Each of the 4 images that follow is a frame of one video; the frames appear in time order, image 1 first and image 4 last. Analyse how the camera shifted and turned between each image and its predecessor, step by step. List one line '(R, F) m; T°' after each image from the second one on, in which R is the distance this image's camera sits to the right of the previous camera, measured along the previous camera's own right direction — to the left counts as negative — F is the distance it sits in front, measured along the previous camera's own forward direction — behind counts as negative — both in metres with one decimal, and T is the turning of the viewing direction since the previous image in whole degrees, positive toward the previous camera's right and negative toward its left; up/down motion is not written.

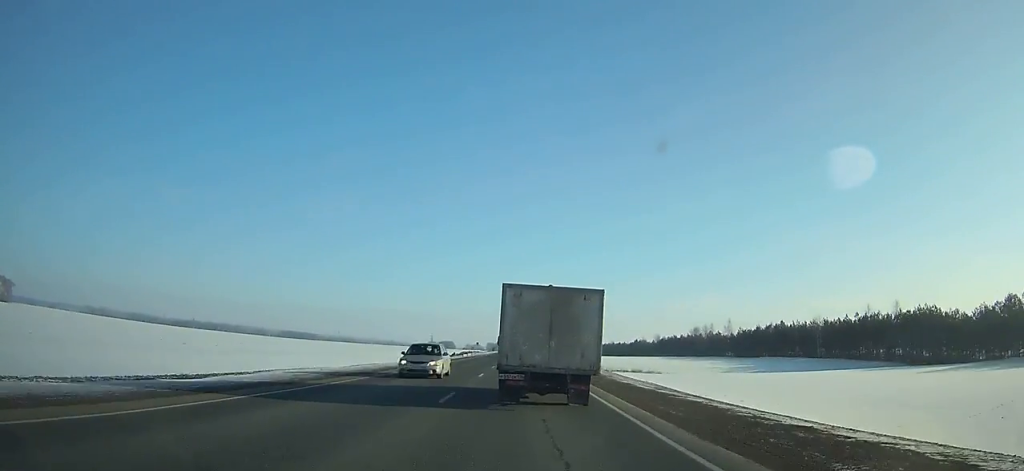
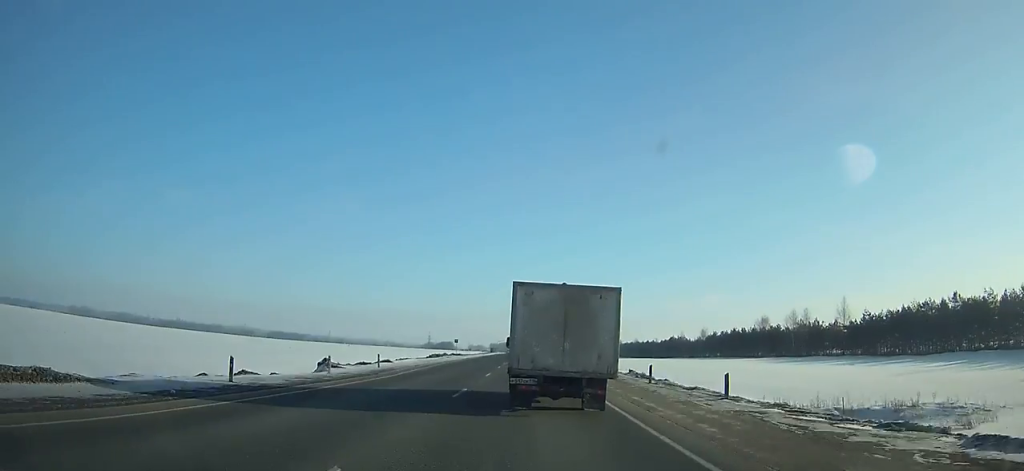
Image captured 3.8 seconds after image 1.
(-0.1, +70.5) m; 0°
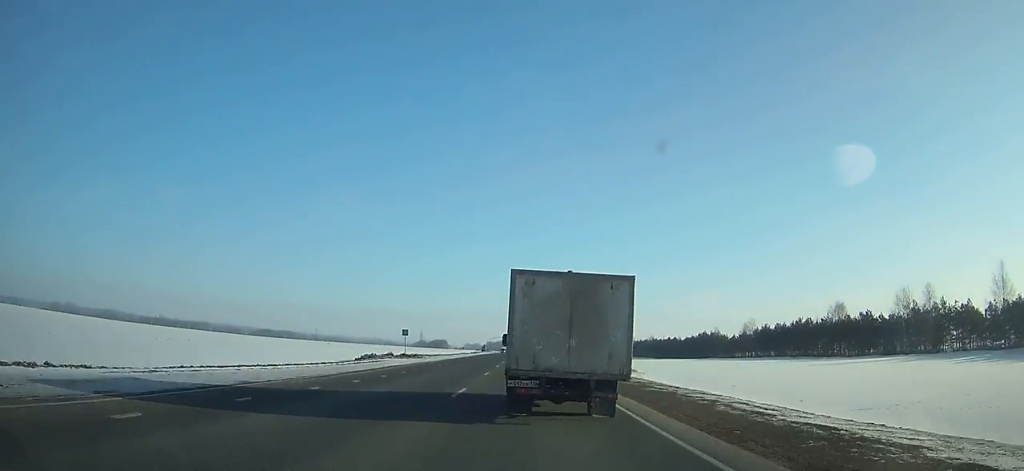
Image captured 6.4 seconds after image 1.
(0.0, +48.9) m; 0°
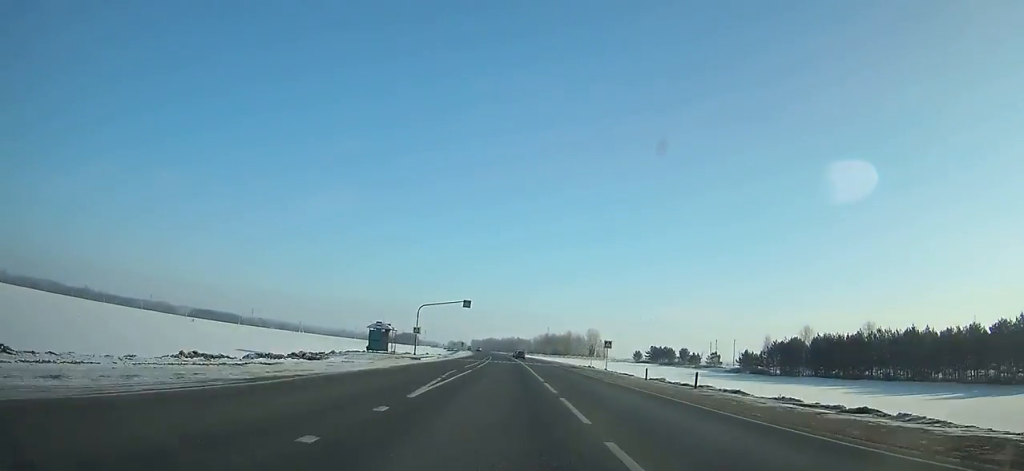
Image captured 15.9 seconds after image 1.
(-1.6, +200.5) m; 0°
